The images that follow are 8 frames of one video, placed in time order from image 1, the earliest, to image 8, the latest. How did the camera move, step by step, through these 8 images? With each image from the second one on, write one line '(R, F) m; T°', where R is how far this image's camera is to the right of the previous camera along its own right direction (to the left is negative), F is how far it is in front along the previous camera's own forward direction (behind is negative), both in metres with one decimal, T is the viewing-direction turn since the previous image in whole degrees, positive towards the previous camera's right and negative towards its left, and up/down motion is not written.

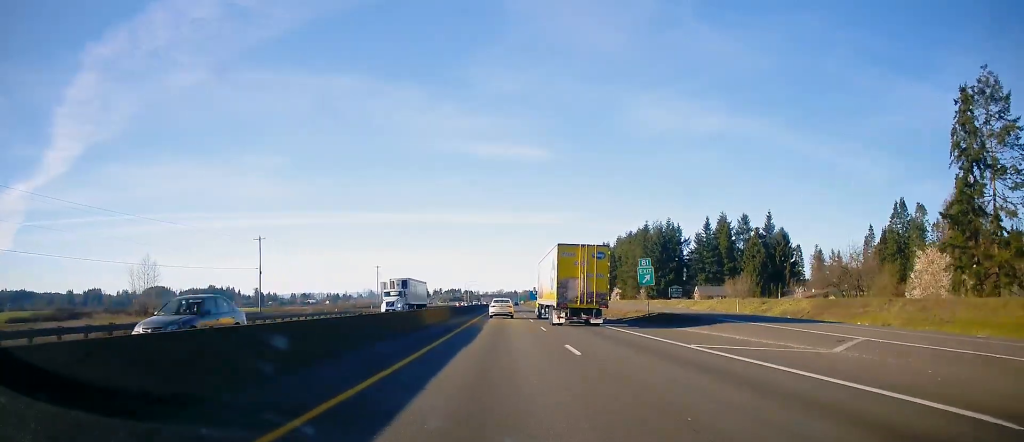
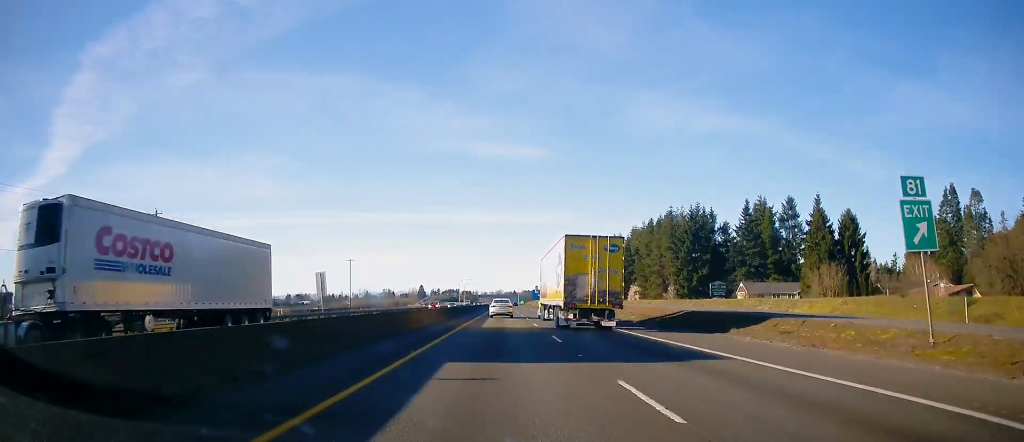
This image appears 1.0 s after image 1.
(-0.3, +32.4) m; 0°
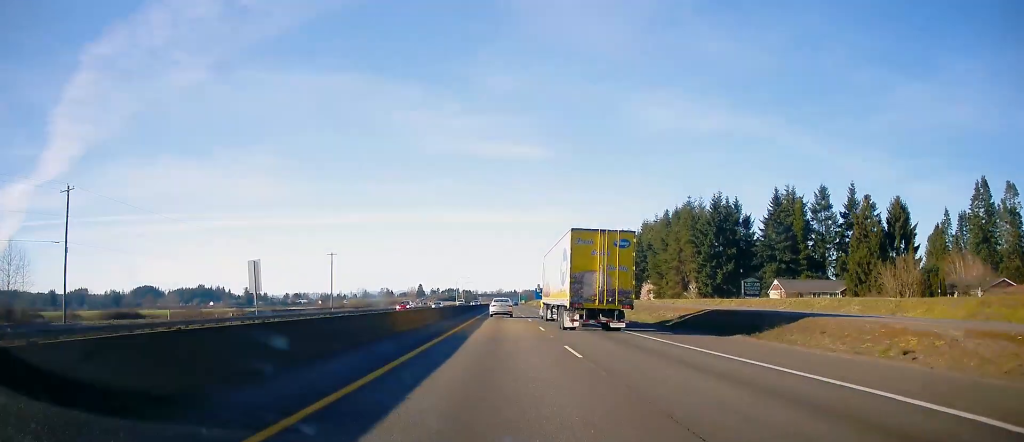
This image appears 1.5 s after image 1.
(-0.1, +17.3) m; 0°
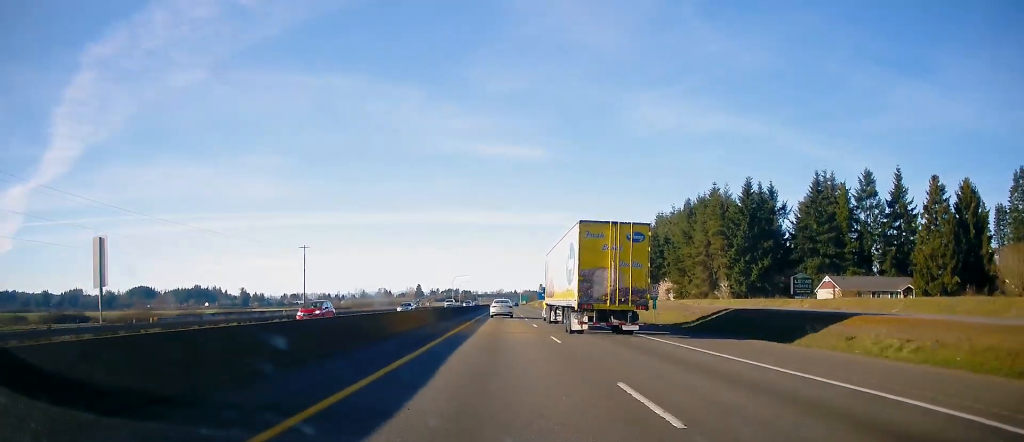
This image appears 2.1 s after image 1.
(+0.2, +19.6) m; 0°
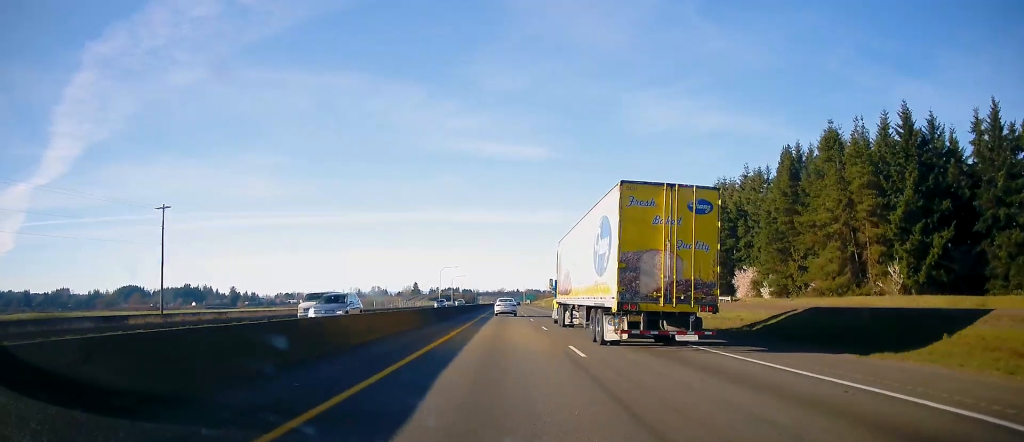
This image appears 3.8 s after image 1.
(-0.1, +53.8) m; -1°
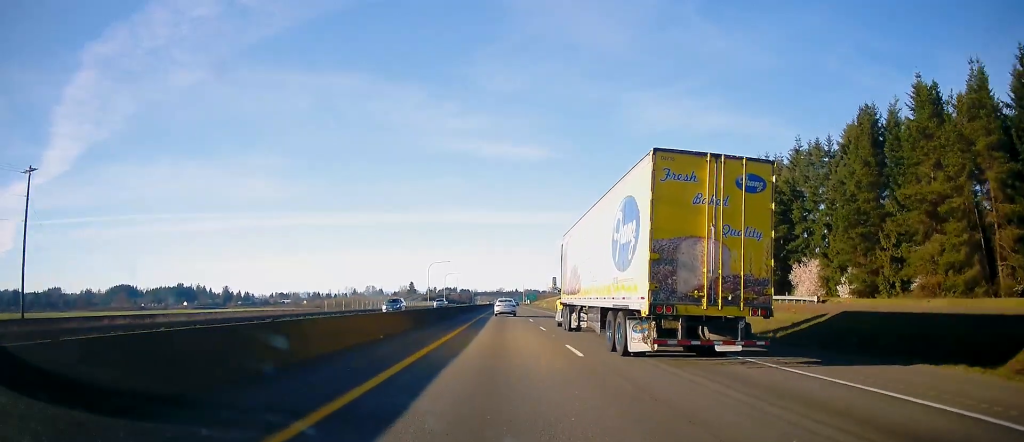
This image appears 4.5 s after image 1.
(0.0, +24.2) m; 0°
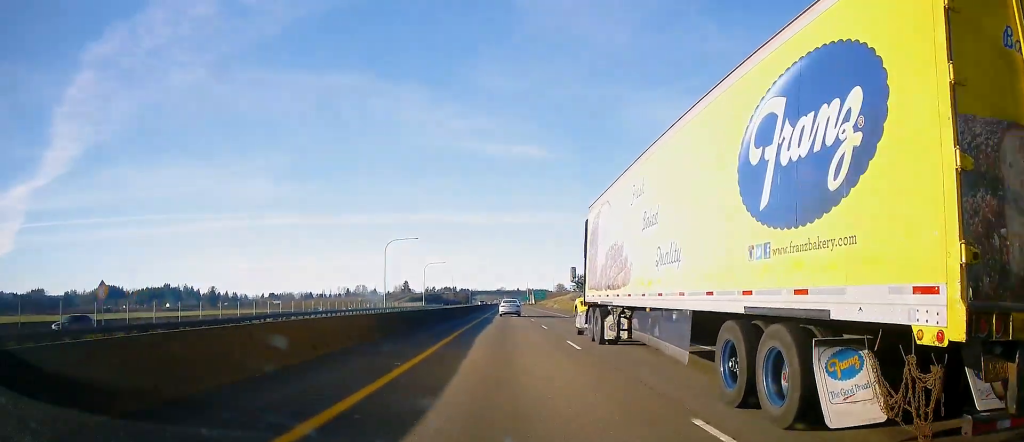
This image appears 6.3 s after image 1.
(+0.2, +60.1) m; 0°
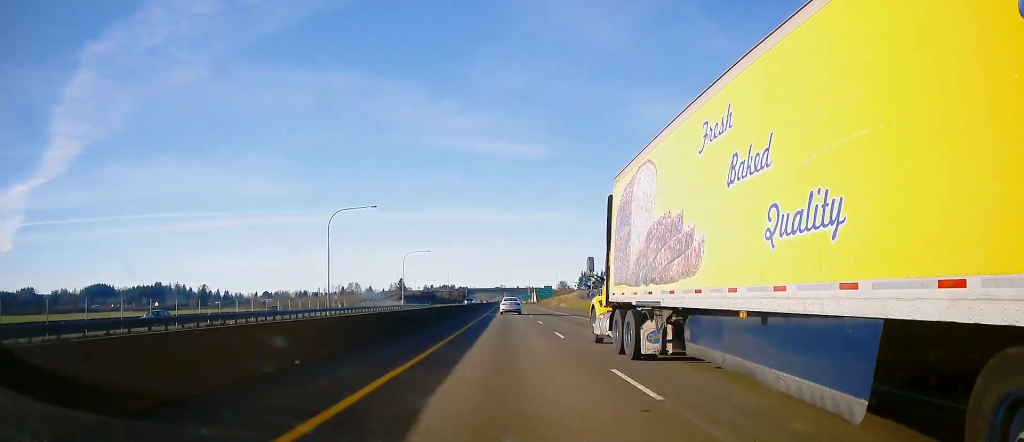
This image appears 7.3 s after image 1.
(0.0, +32.4) m; 0°
